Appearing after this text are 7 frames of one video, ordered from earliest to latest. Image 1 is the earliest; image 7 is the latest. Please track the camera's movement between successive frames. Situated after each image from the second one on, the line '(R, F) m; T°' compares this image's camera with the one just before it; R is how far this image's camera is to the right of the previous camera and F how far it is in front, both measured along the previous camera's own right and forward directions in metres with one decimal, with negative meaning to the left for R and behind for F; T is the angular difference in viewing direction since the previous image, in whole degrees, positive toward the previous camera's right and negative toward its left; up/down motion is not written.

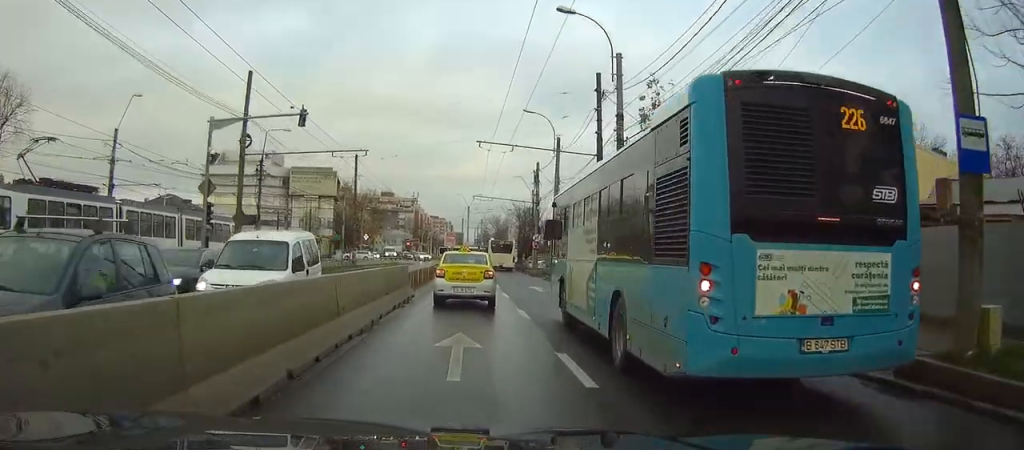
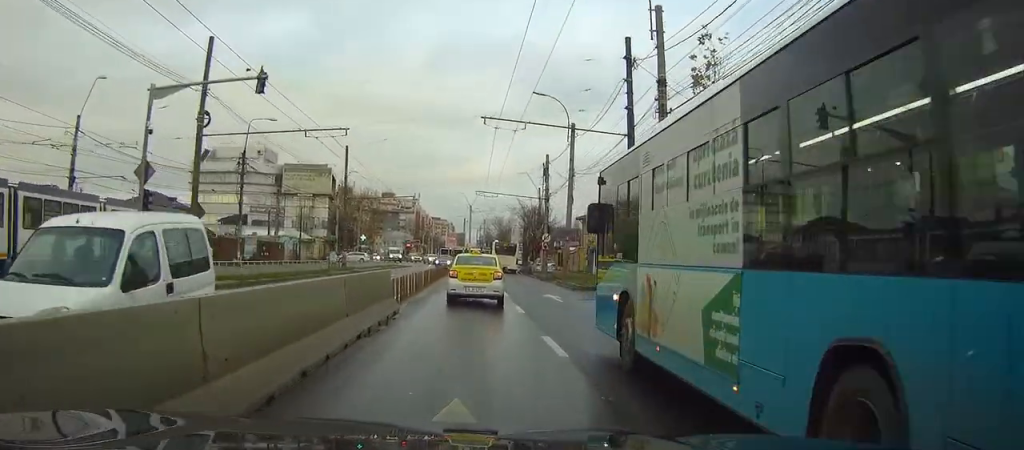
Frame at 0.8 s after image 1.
(0.0, +5.2) m; +1°
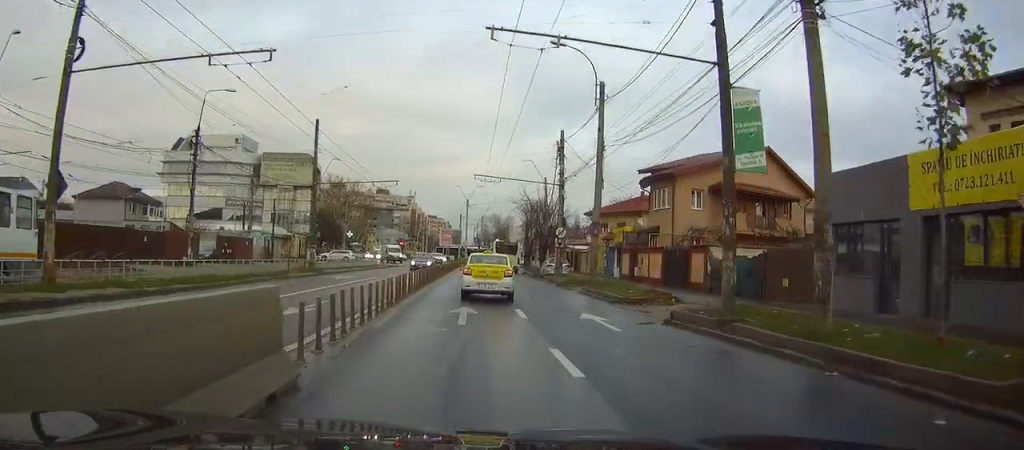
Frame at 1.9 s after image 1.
(+0.2, +9.0) m; -1°
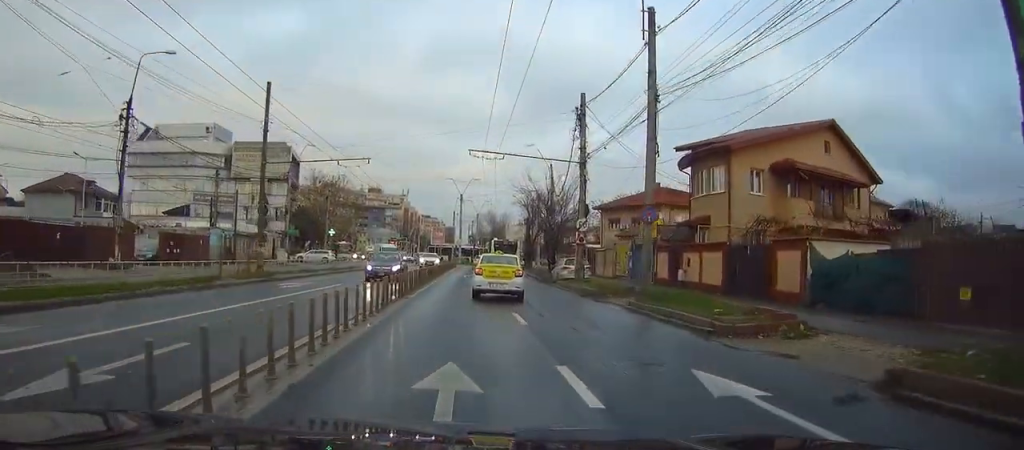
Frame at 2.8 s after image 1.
(-0.3, +9.4) m; -3°
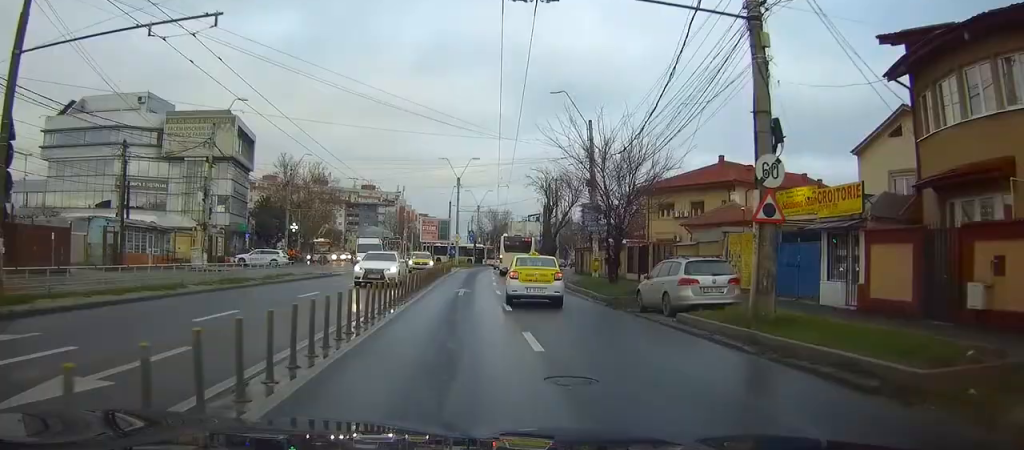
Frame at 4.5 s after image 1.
(-0.7, +20.4) m; -3°
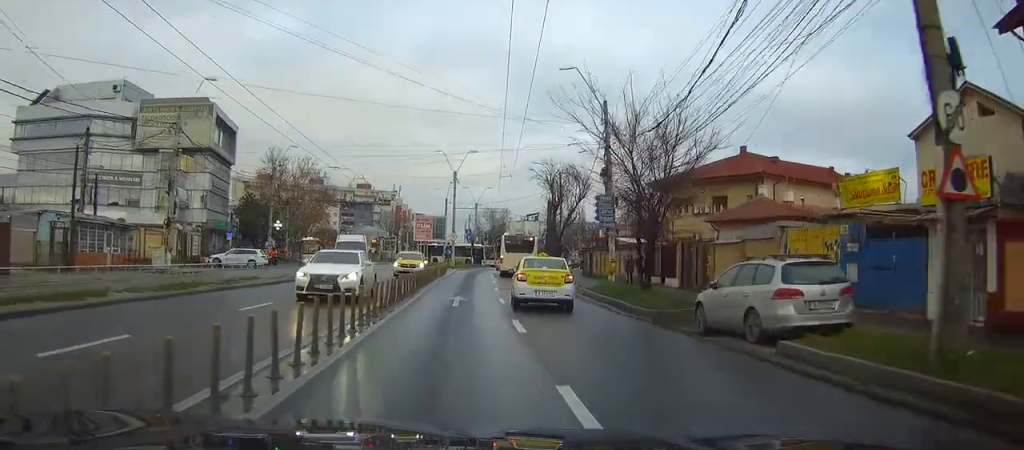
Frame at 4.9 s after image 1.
(-0.1, +5.3) m; 0°
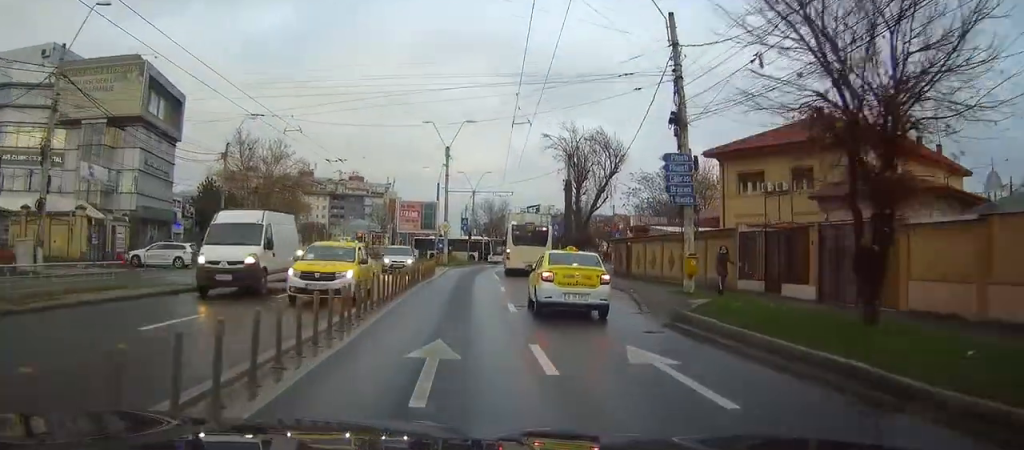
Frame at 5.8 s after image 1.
(+0.2, +13.6) m; +1°
